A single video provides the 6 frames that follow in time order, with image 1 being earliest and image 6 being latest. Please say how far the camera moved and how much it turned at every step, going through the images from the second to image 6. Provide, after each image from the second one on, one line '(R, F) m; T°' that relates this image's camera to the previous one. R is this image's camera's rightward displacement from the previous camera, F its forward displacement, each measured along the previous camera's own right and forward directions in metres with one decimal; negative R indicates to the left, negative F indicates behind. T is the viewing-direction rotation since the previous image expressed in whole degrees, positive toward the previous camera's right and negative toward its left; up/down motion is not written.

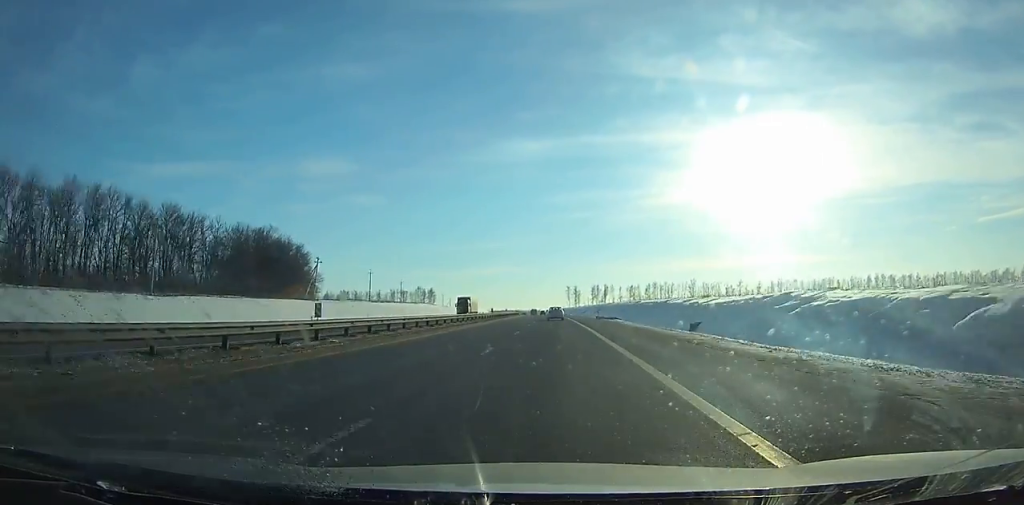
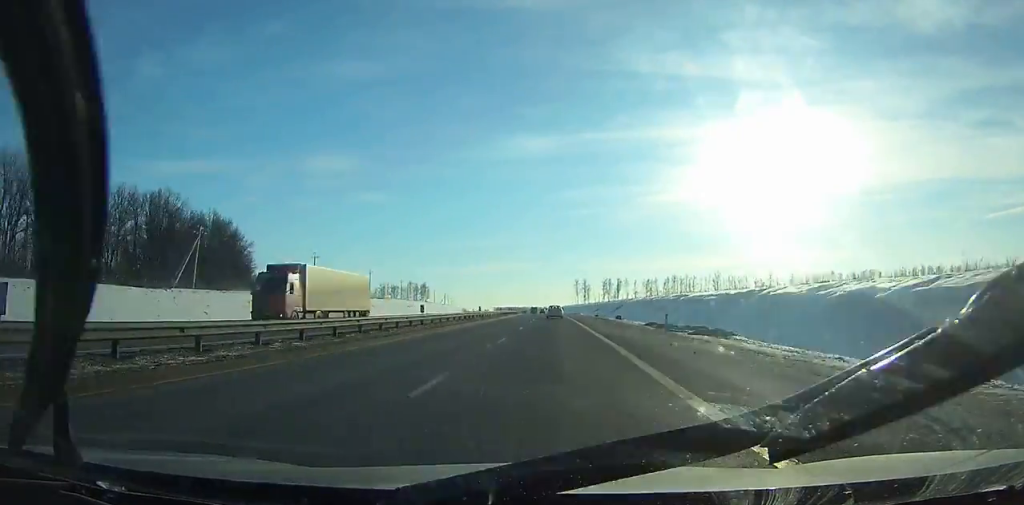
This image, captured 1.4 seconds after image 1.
(-0.1, +42.9) m; -1°
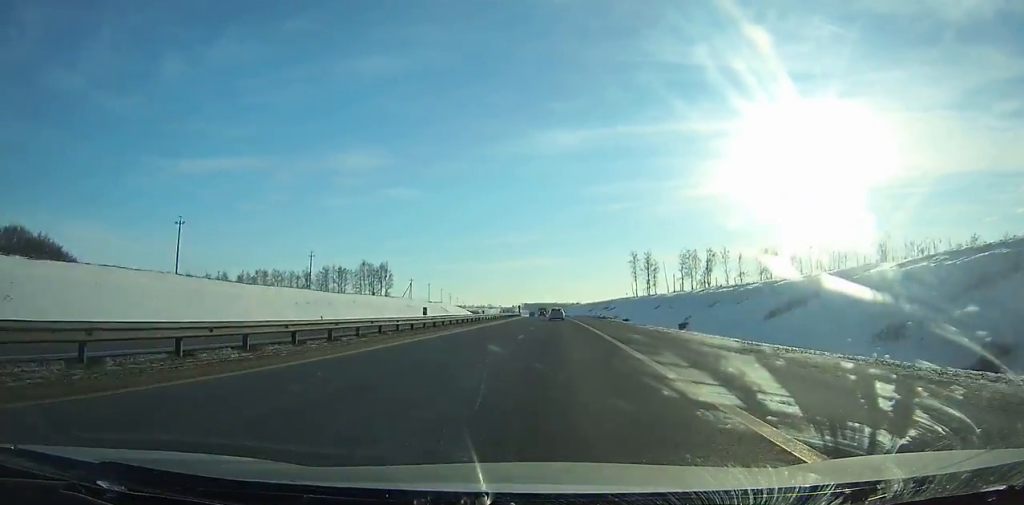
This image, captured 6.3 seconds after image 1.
(-4.0, +151.1) m; -3°
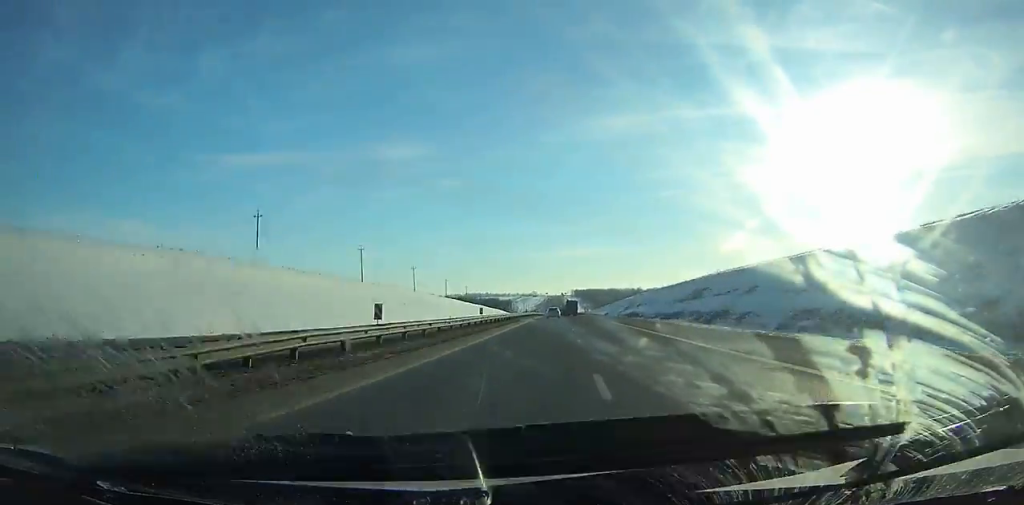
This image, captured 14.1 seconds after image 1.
(-11.5, +243.9) m; -4°
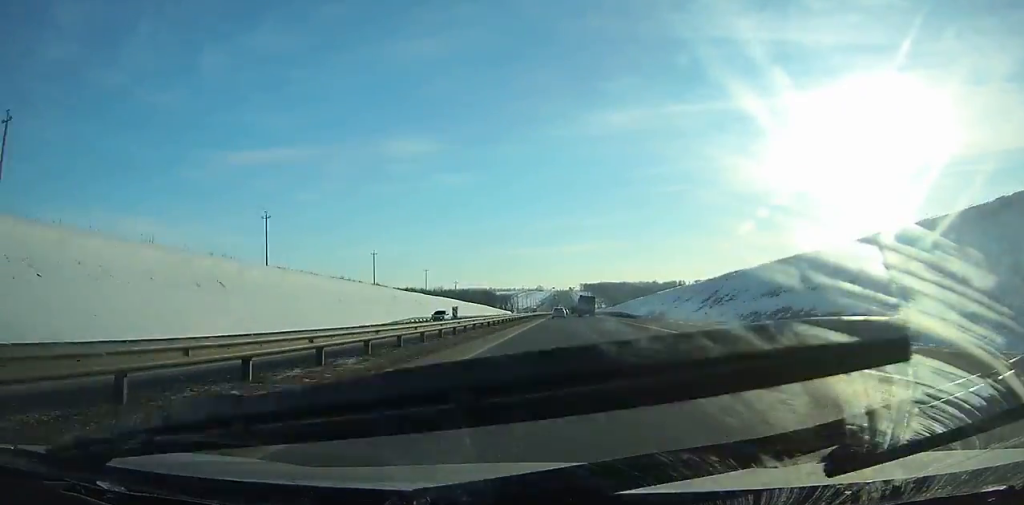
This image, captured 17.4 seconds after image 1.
(-0.4, +105.5) m; 0°
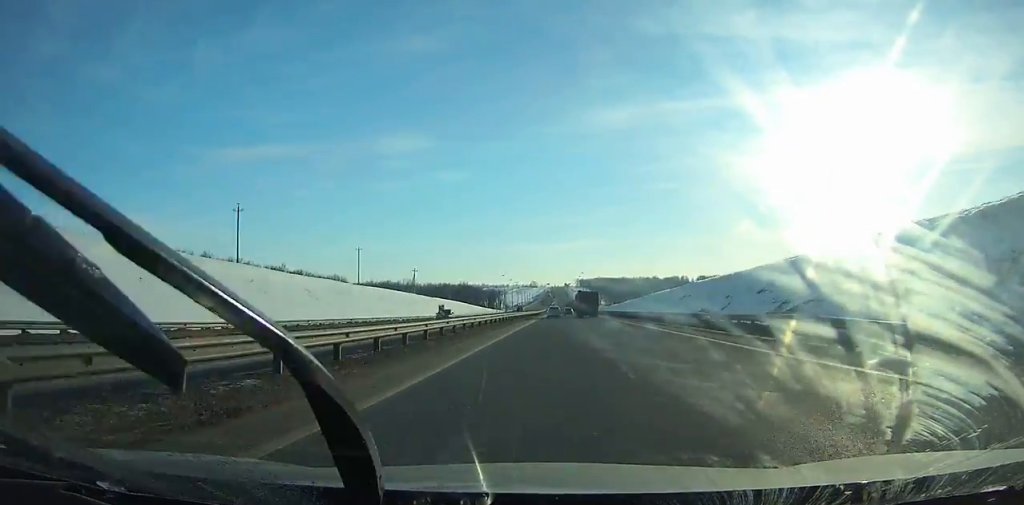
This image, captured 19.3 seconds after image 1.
(0.0, +61.3) m; 0°
